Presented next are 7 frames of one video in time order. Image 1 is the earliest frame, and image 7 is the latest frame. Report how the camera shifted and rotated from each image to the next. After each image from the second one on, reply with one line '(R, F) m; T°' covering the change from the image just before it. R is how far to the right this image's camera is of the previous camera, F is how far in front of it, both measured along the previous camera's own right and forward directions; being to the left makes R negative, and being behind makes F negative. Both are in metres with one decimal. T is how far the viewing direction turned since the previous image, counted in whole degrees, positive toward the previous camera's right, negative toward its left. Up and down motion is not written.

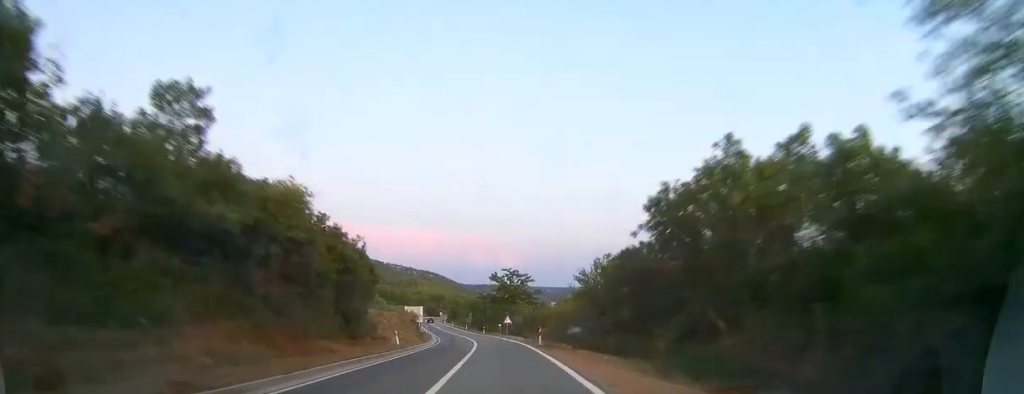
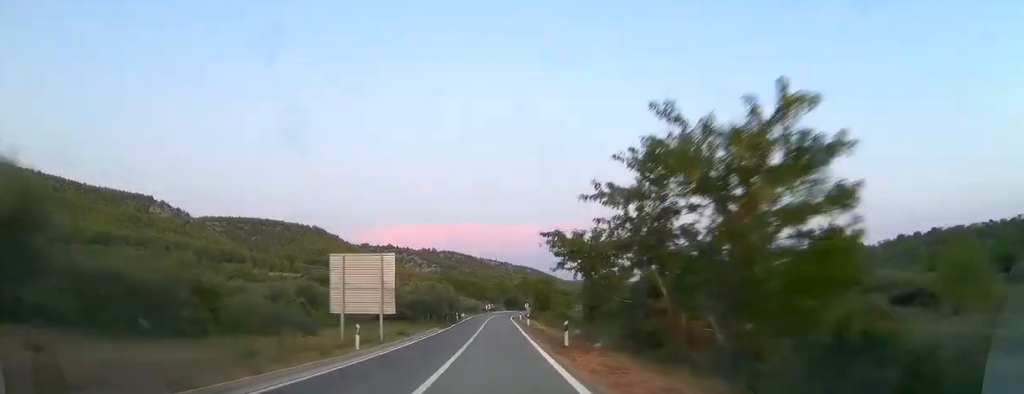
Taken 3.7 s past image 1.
(-5.5, +72.2) m; -9°
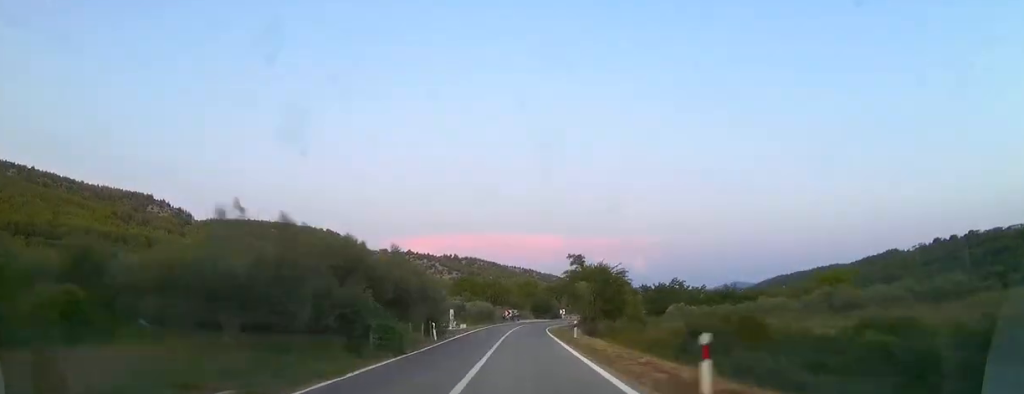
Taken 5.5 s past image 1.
(-1.2, +34.5) m; -2°
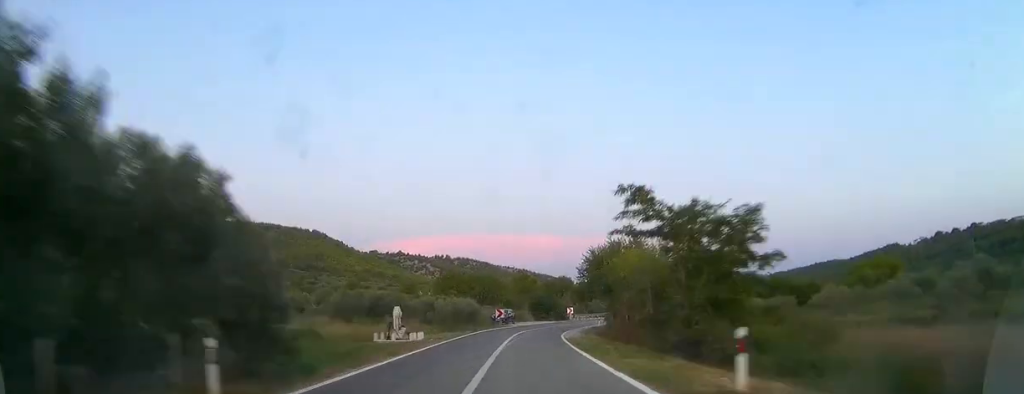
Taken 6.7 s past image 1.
(-0.2, +21.4) m; +1°
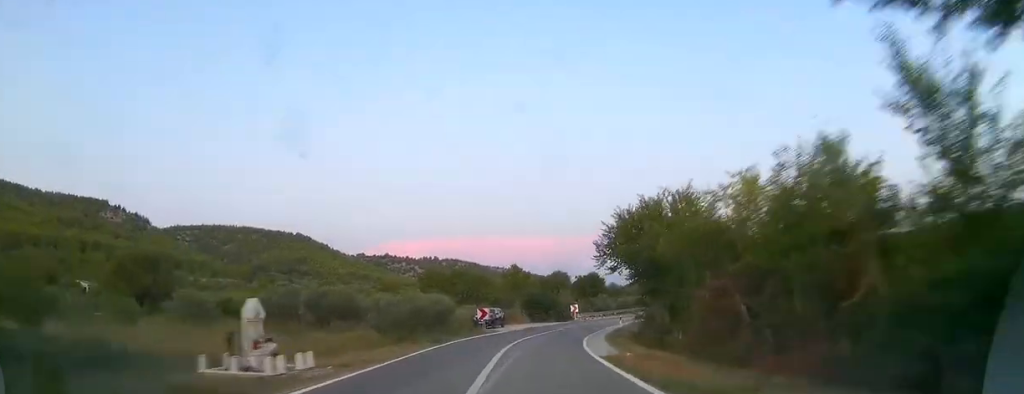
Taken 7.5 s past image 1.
(+0.1, +15.7) m; +3°
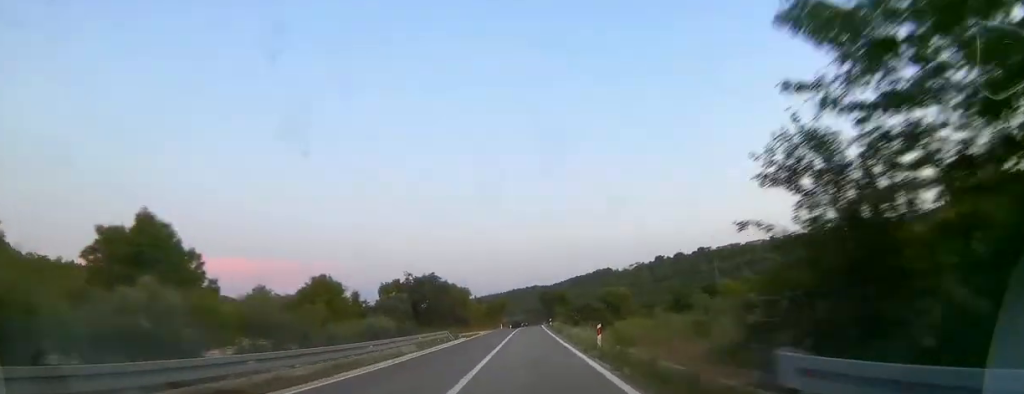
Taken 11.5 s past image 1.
(+13.3, +68.8) m; +23°
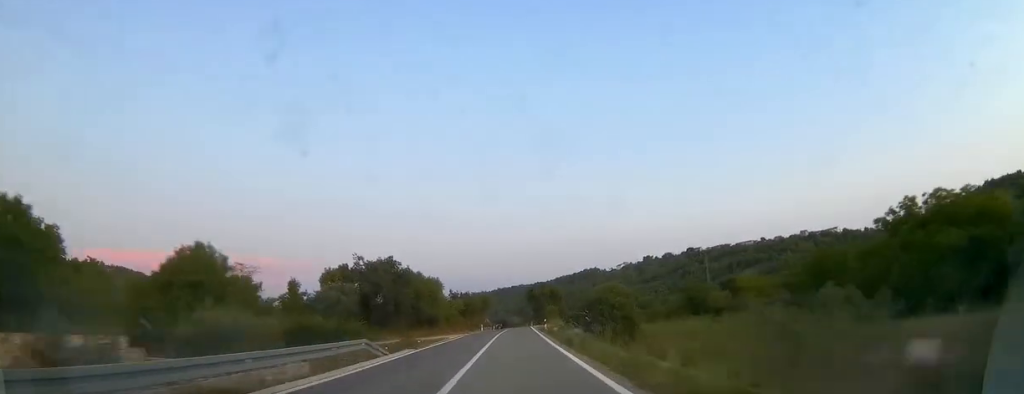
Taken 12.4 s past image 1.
(+0.6, +15.3) m; +4°
